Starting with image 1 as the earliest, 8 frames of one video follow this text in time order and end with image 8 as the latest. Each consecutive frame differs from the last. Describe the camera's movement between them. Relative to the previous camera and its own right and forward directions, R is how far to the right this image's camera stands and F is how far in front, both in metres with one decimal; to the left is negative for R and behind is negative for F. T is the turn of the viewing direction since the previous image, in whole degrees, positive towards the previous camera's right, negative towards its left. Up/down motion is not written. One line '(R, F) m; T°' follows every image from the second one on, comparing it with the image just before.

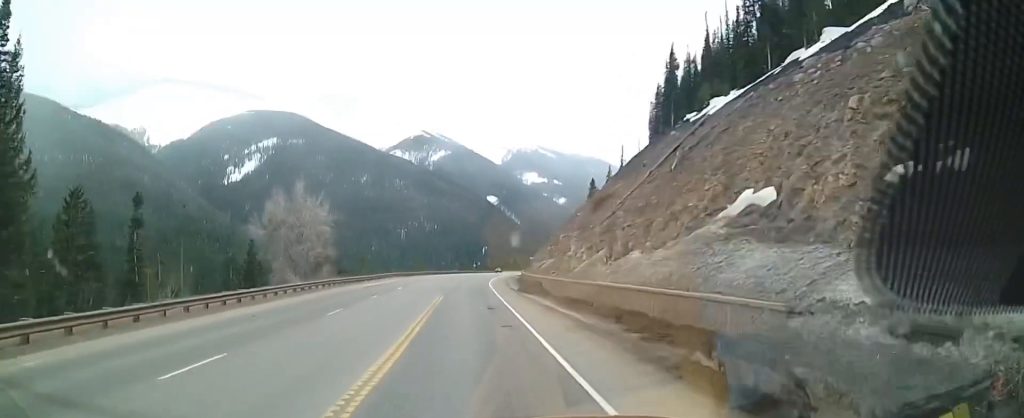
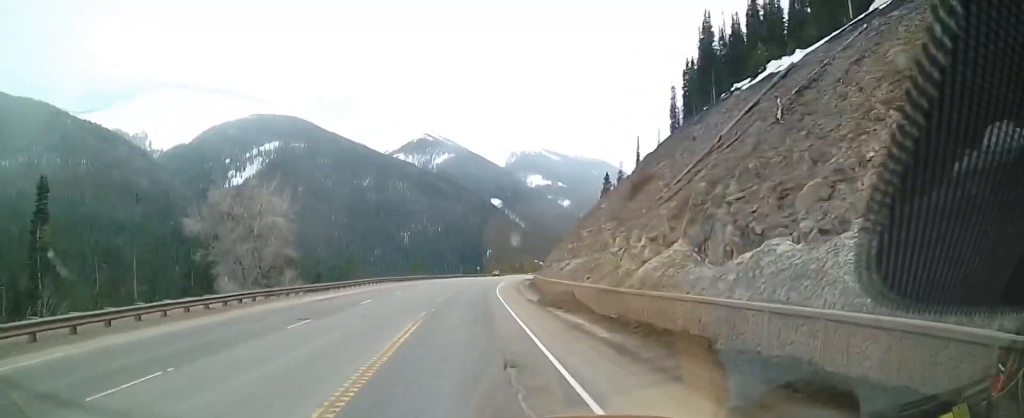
(-0.7, +14.9) m; -1°
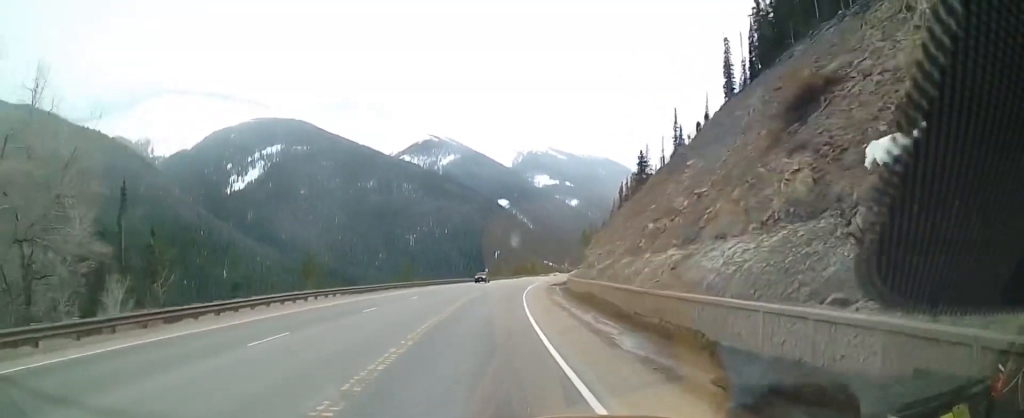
(+0.1, +28.7) m; 0°
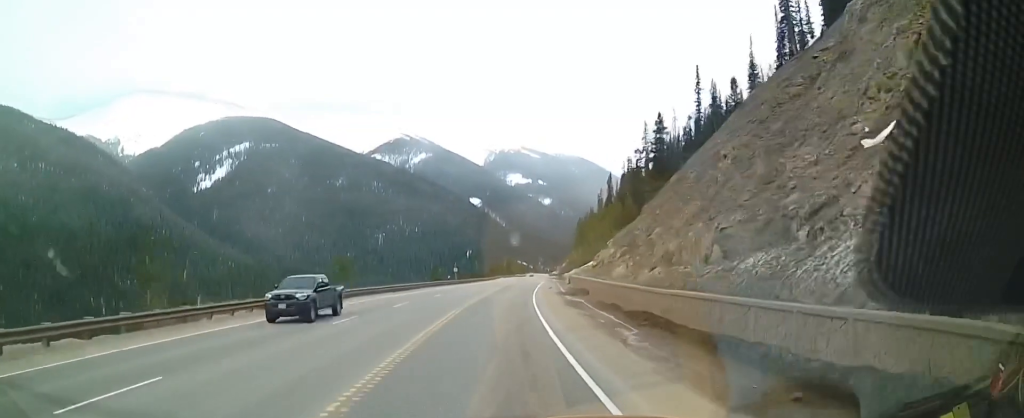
(+0.5, +31.4) m; +2°
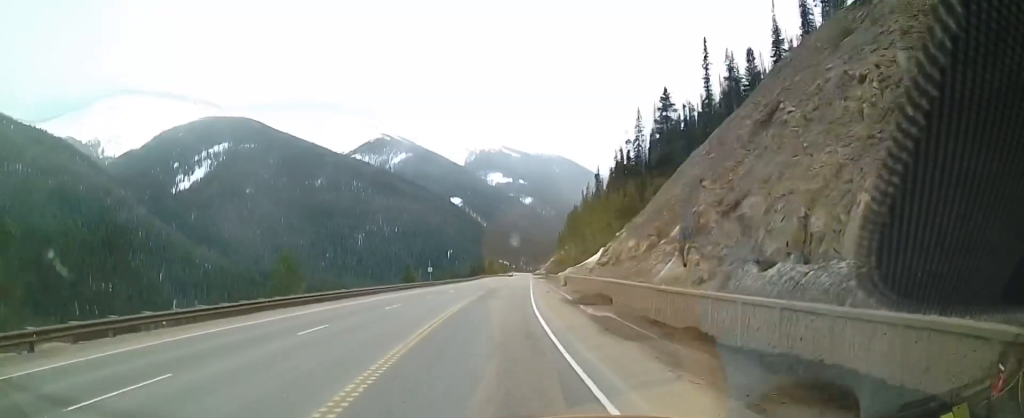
(0.0, +13.7) m; 0°
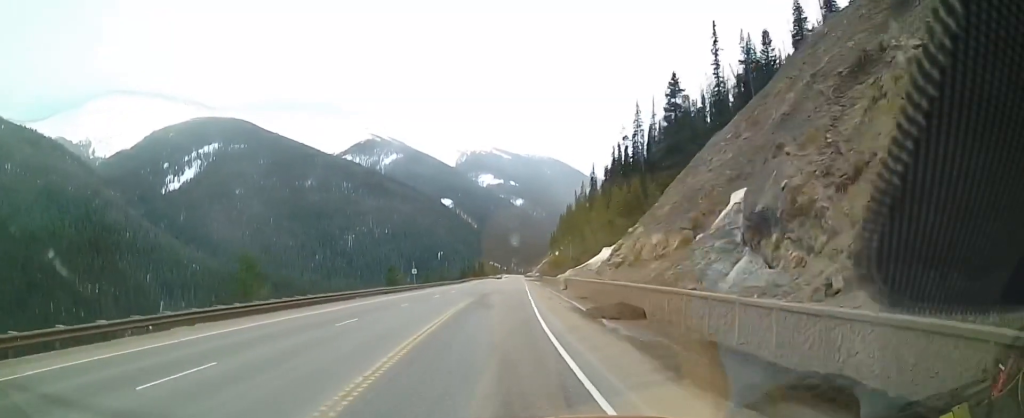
(-0.1, +8.0) m; +1°
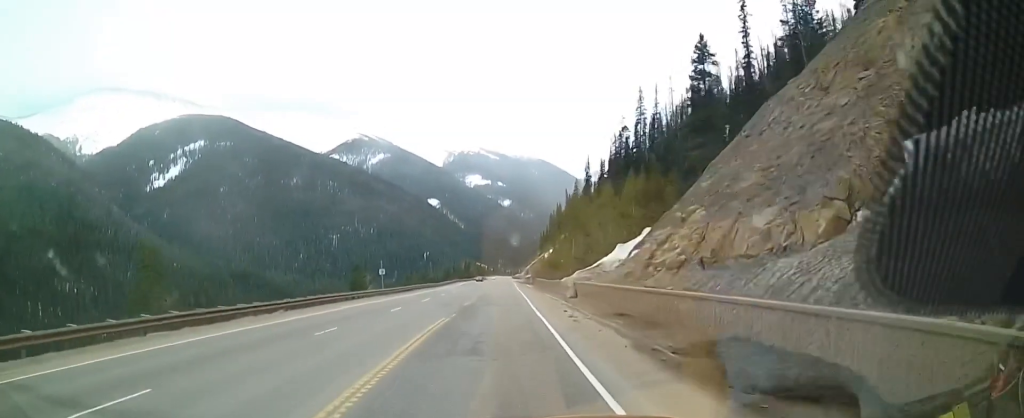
(+0.2, +14.2) m; +1°
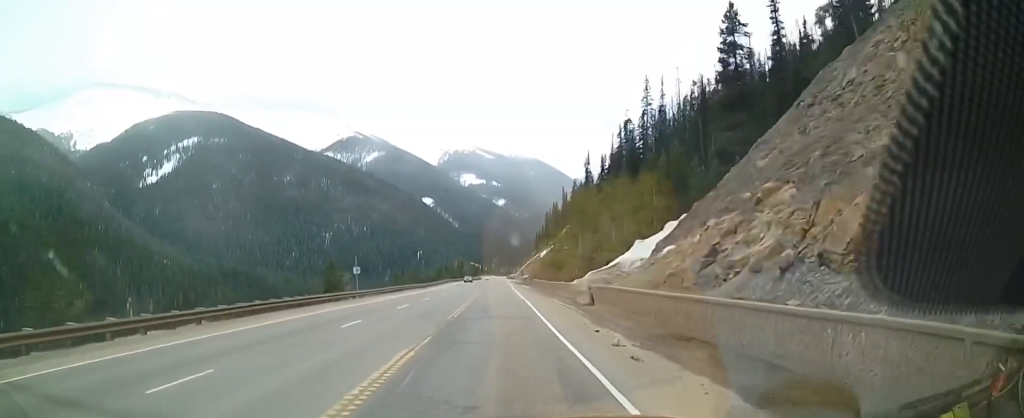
(+0.1, +9.1) m; +1°
